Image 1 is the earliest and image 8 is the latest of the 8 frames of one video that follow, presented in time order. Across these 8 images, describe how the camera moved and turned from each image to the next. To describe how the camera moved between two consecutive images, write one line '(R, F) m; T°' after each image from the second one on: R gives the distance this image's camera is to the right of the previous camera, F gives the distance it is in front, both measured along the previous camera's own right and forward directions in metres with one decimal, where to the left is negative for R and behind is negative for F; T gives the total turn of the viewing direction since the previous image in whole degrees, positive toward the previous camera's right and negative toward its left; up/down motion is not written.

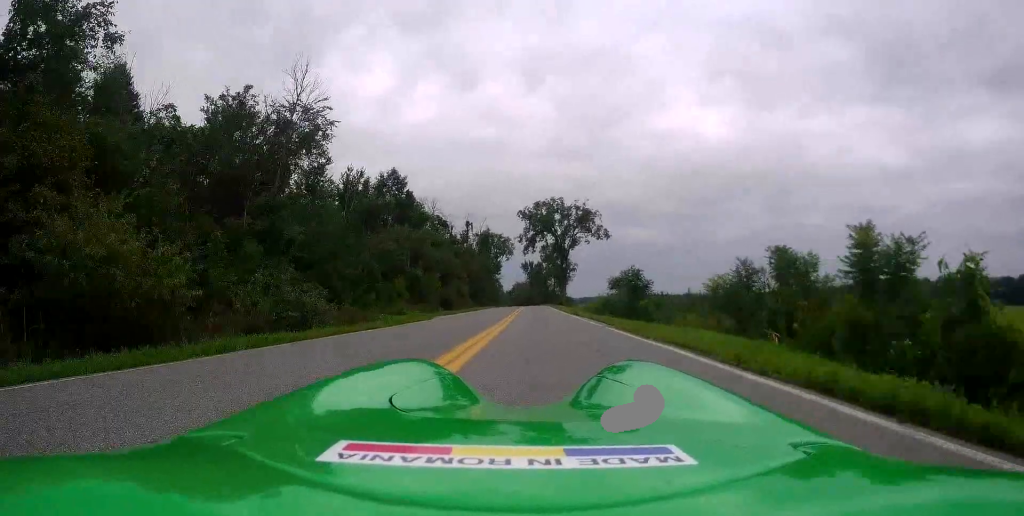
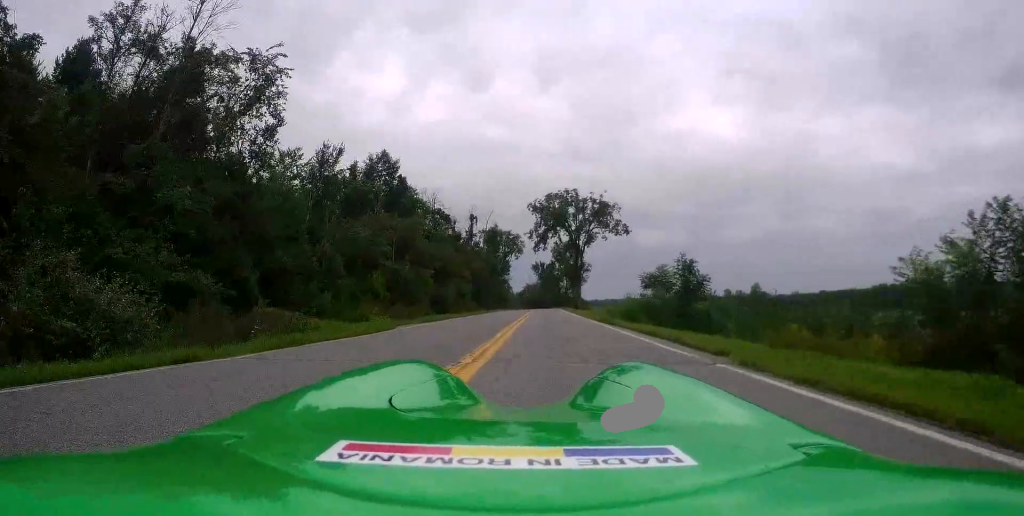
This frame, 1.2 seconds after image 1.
(-0.2, +10.2) m; 0°
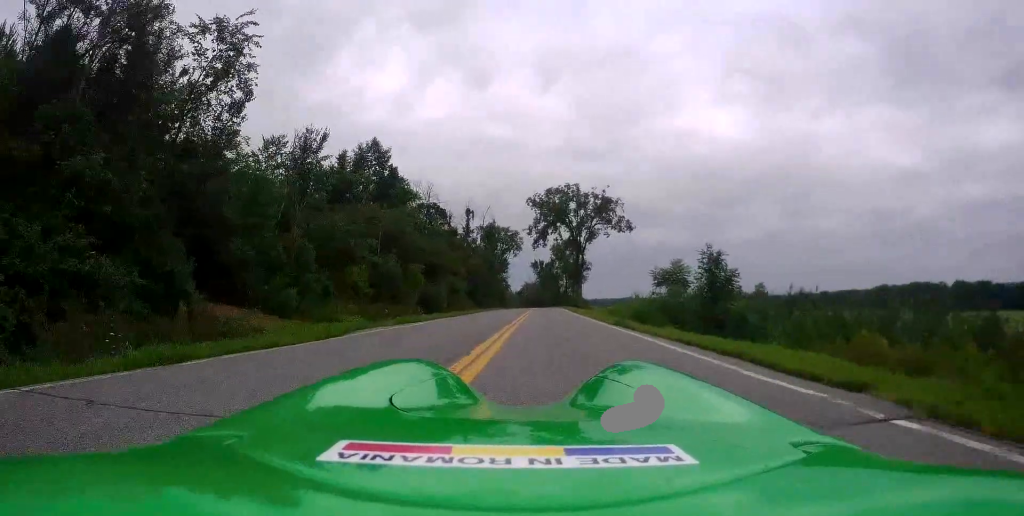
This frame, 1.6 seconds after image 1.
(+0.4, +4.0) m; 0°
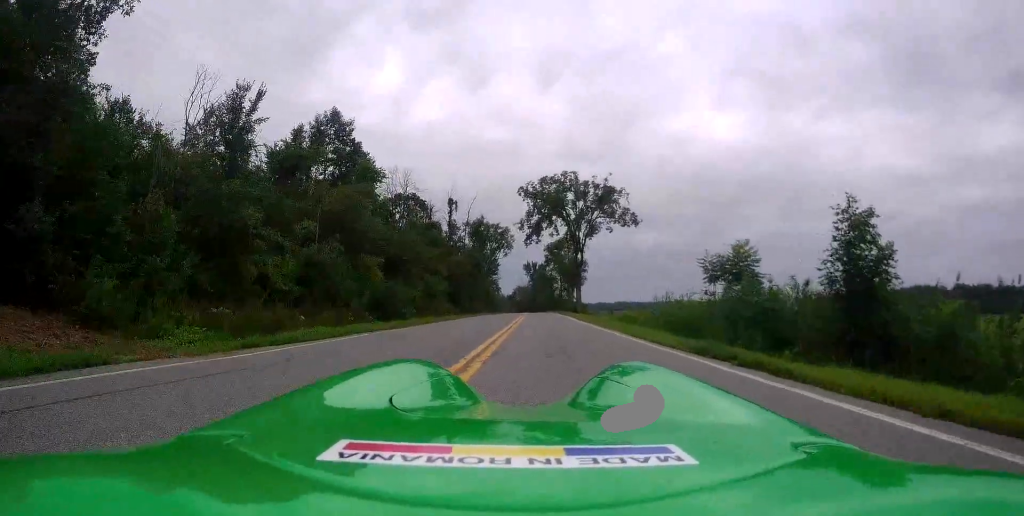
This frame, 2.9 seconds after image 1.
(-0.7, +11.3) m; 0°
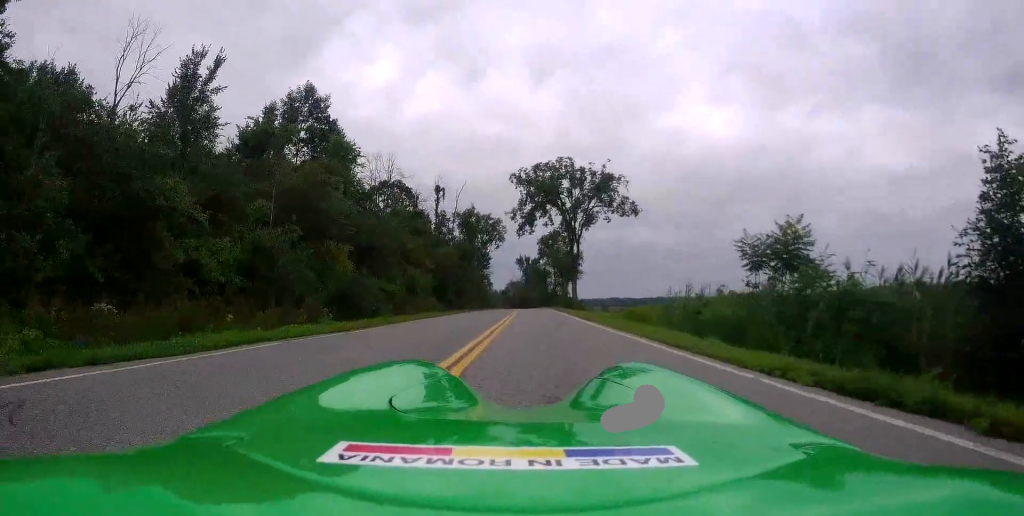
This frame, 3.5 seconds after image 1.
(+0.5, +4.7) m; +1°
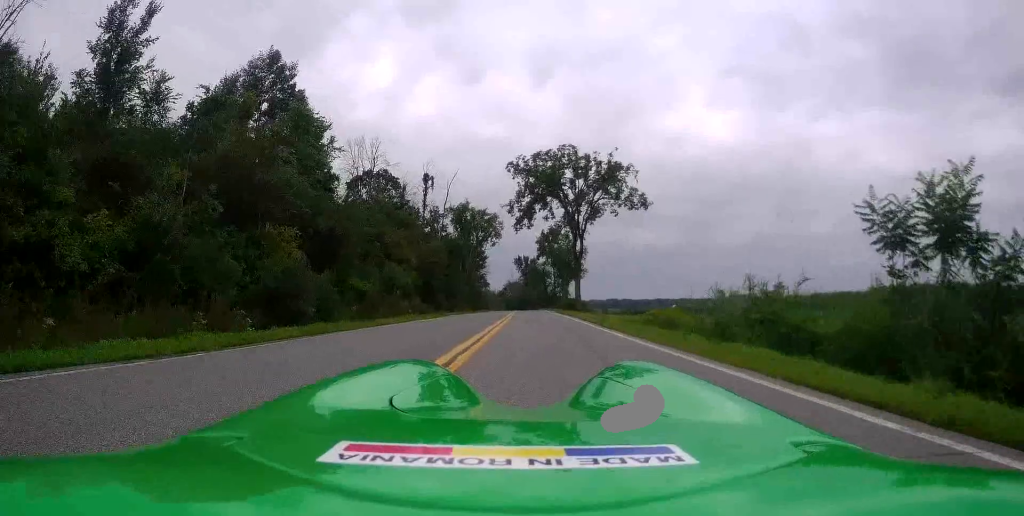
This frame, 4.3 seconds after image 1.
(-0.2, +7.3) m; -1°
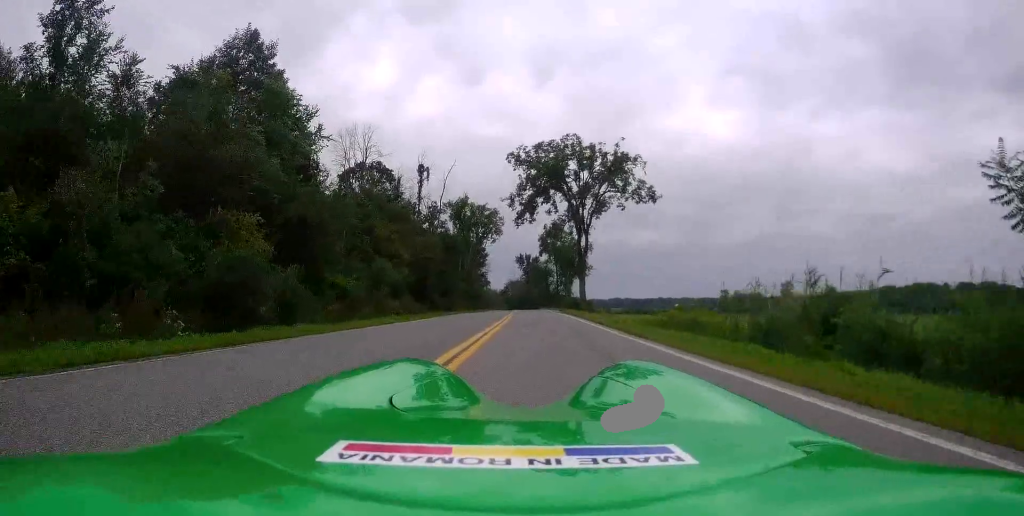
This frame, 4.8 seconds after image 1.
(-0.2, +4.0) m; -1°
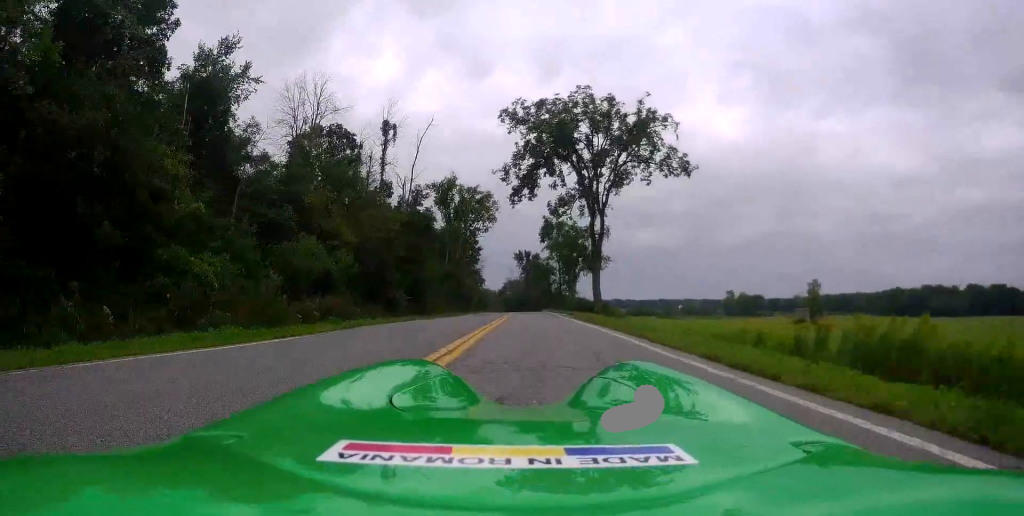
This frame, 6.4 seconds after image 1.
(+0.1, +14.5) m; 0°
